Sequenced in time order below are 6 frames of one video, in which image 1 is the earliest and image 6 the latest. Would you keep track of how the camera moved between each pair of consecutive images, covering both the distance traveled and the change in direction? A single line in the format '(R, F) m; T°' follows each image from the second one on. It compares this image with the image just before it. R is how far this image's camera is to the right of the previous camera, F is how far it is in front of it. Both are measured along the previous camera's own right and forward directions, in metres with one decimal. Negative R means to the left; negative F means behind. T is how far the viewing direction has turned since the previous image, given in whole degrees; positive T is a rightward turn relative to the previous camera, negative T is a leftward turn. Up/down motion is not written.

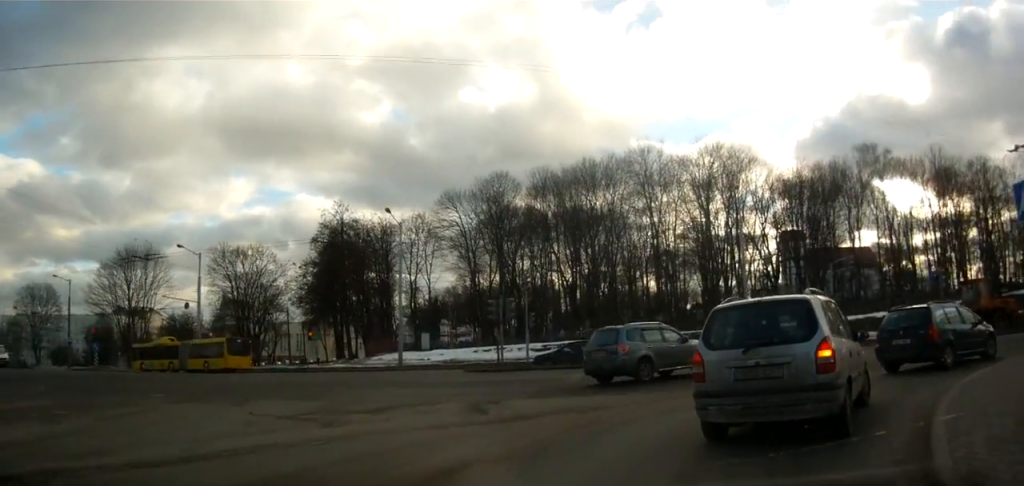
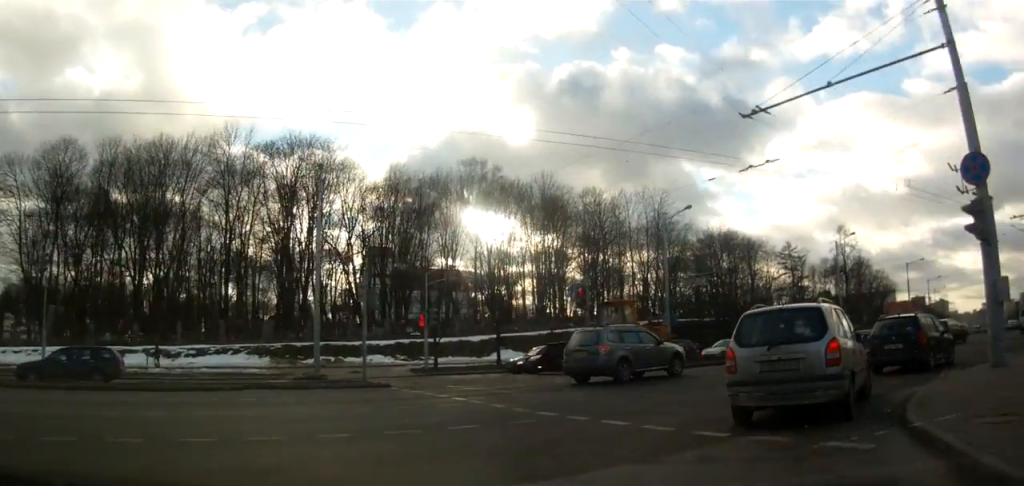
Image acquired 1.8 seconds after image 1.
(+4.1, +8.7) m; +47°
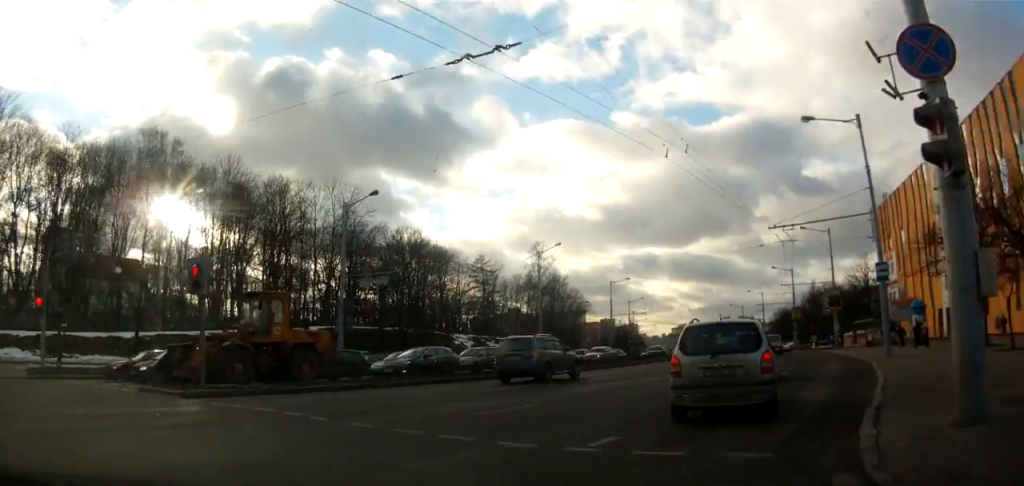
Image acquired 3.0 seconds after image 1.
(+1.4, +8.0) m; +16°
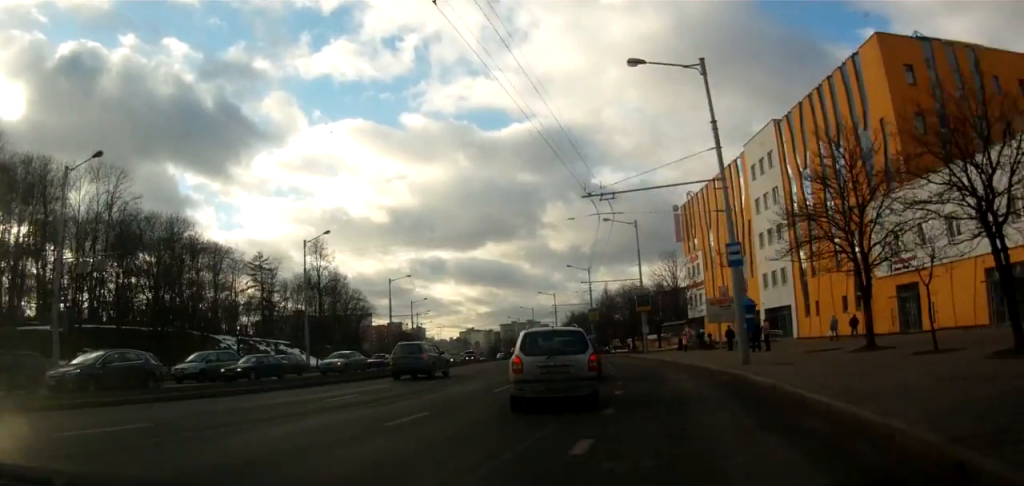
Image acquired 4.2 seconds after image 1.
(+0.9, +8.4) m; +6°
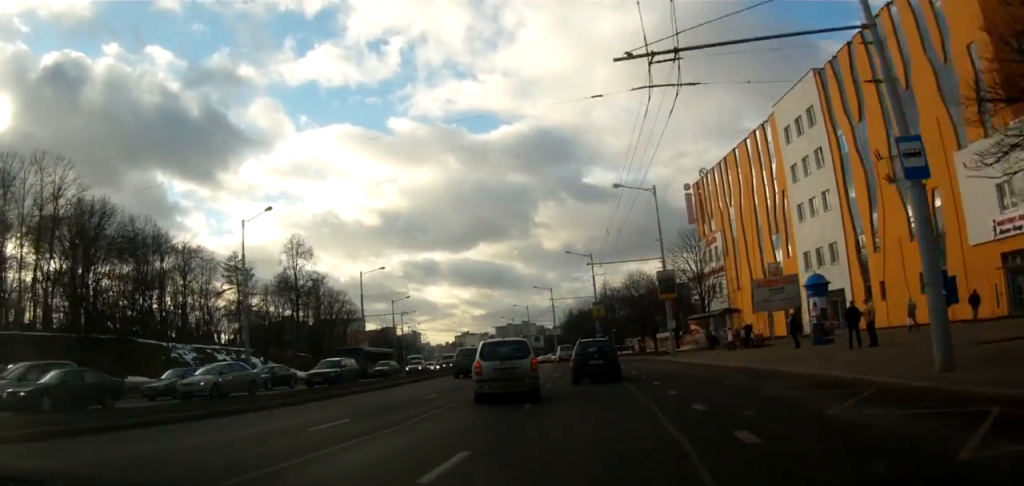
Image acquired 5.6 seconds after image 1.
(-0.3, +12.5) m; -2°
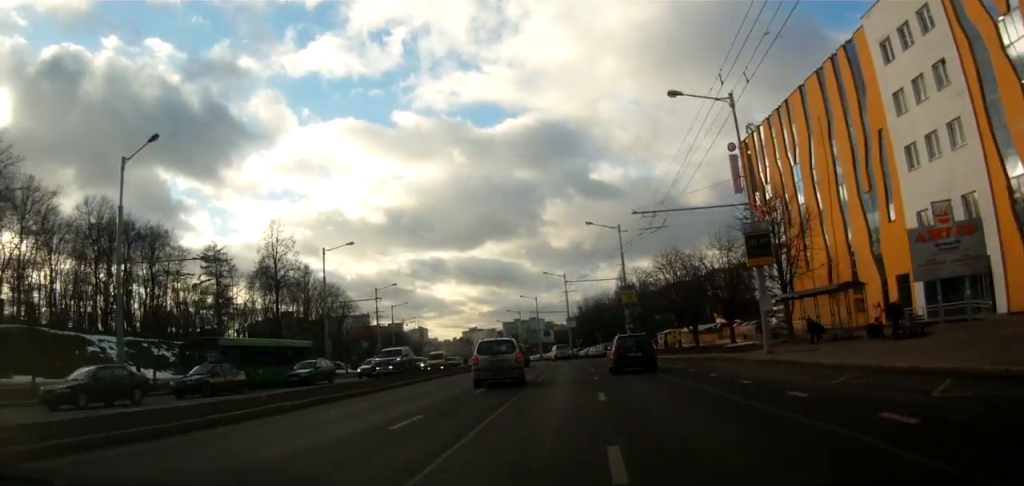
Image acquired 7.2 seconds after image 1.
(+1.5, +17.1) m; +7°
